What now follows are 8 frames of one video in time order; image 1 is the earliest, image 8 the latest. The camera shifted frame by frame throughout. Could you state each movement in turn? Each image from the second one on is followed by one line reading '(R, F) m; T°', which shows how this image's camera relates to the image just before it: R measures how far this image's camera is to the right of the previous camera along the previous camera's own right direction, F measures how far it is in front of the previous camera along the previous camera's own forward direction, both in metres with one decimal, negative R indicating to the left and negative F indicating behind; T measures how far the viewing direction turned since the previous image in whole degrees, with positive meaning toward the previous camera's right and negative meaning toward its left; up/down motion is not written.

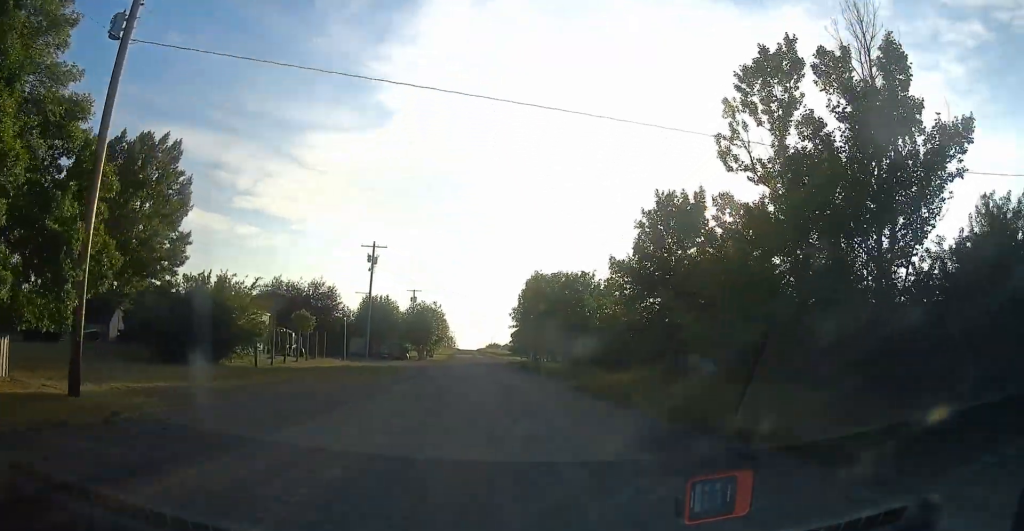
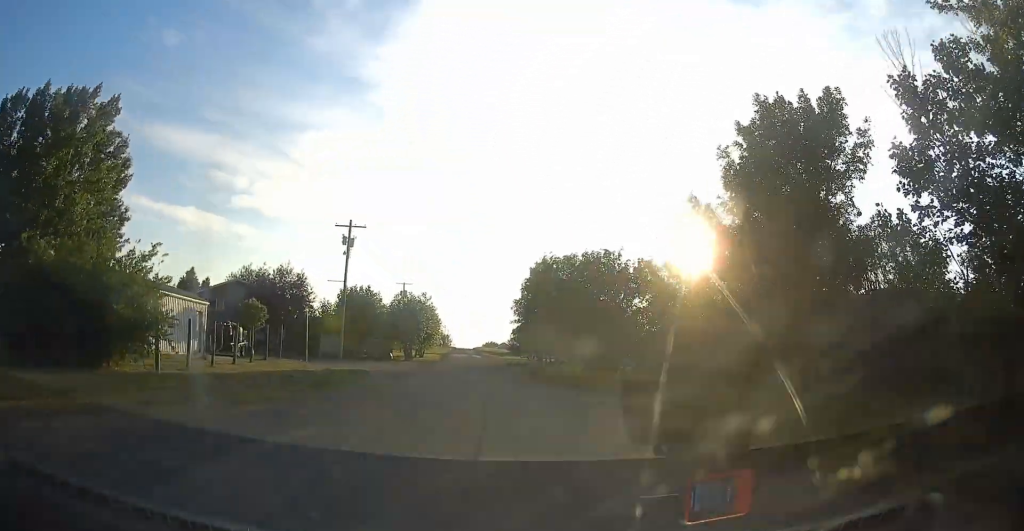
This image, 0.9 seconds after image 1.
(0.0, +9.8) m; 0°
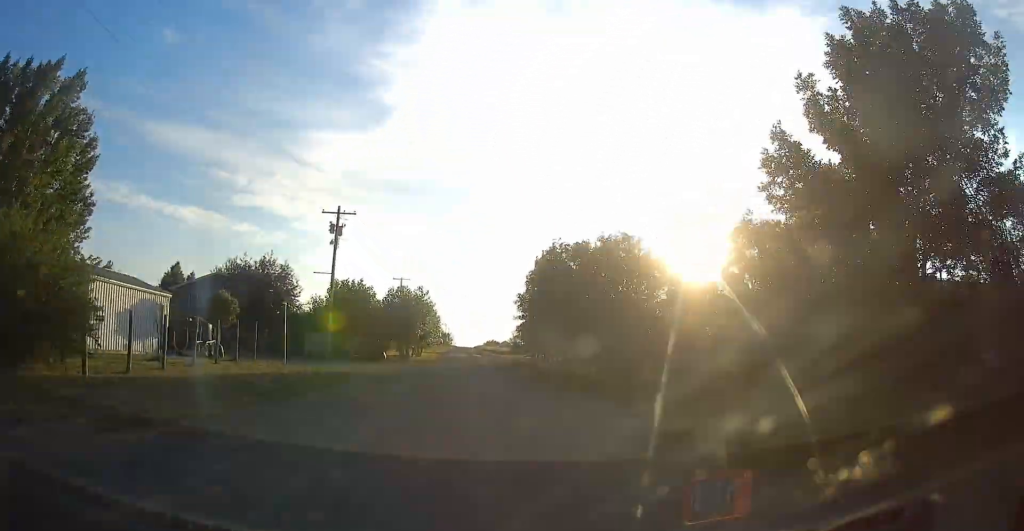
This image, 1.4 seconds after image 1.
(0.0, +4.6) m; 0°
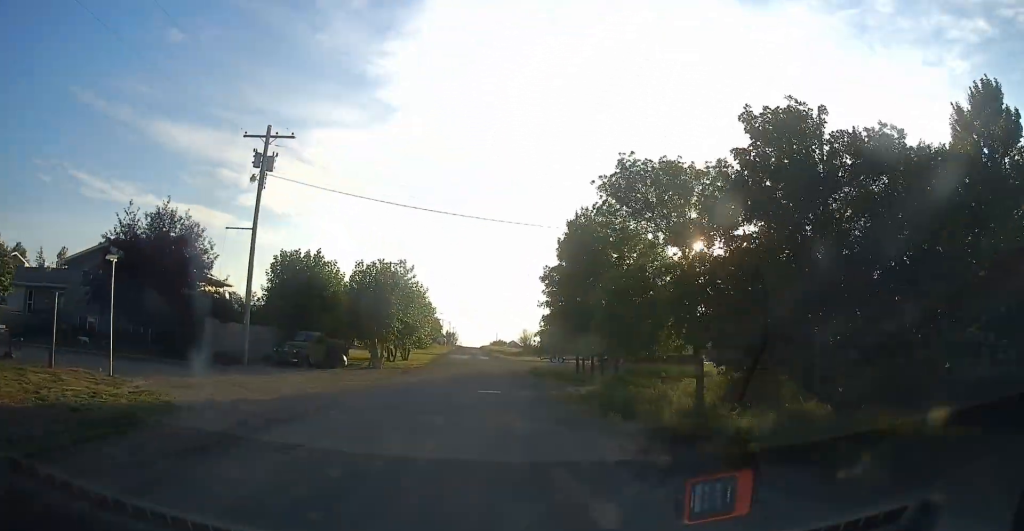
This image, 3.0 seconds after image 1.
(+0.5, +17.4) m; +2°
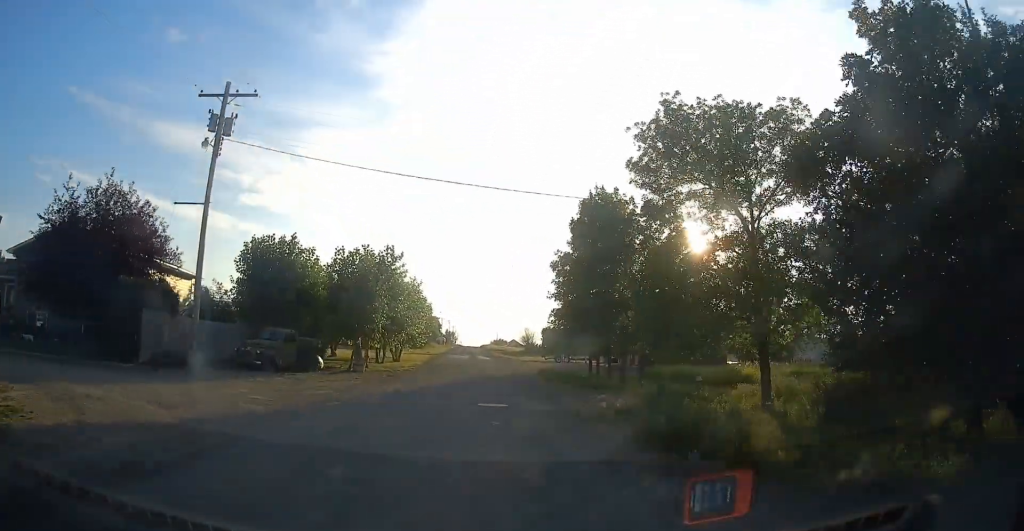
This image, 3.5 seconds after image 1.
(+0.2, +5.4) m; 0°
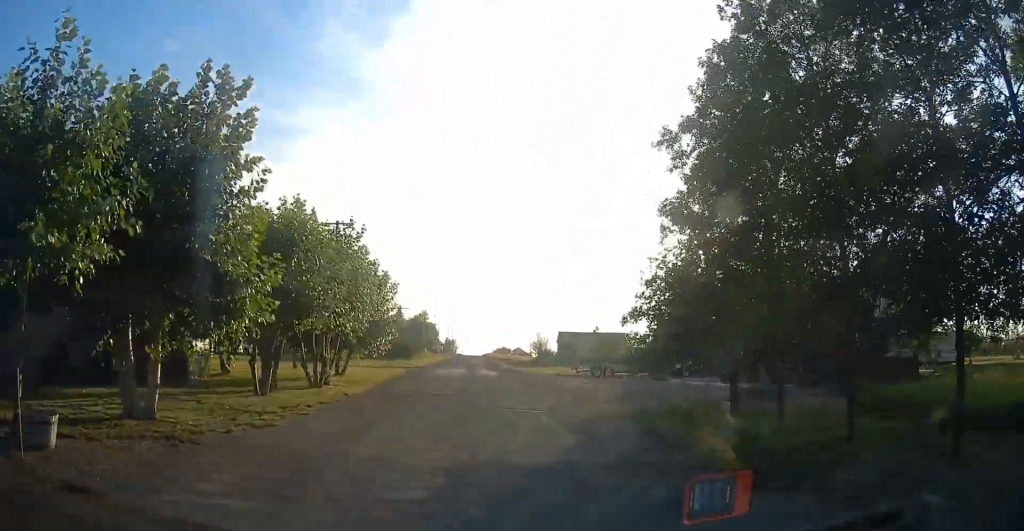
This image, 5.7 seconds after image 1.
(-0.9, +23.2) m; -2°
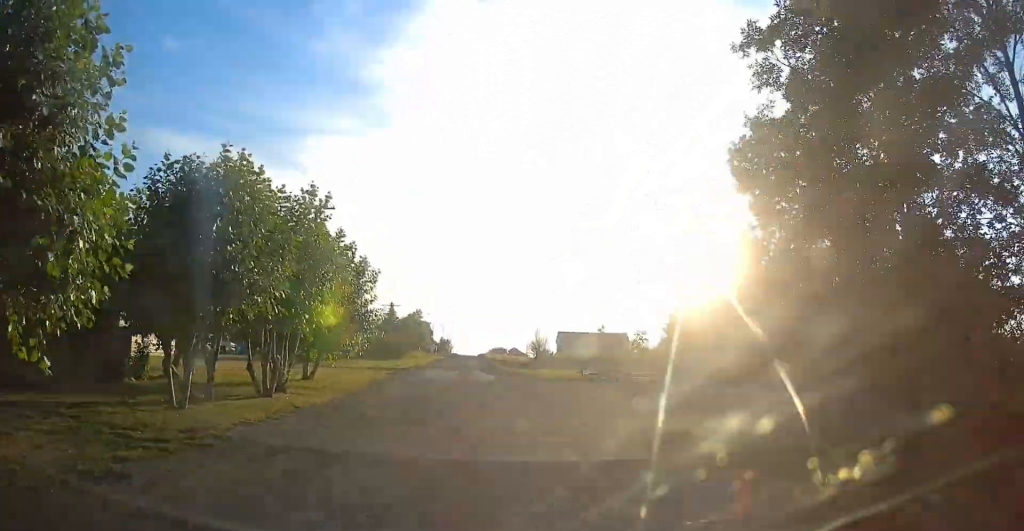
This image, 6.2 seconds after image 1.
(0.0, +5.1) m; 0°
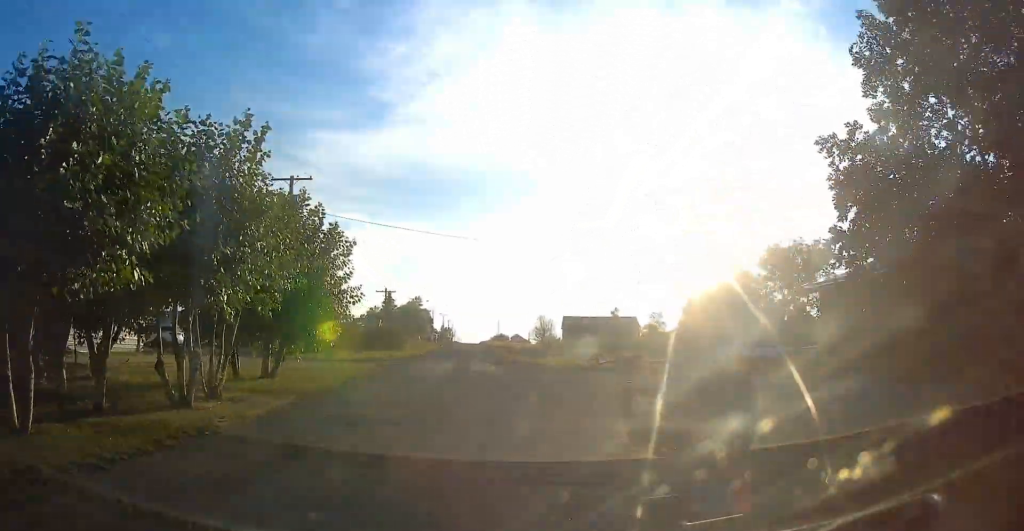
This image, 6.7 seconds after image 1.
(0.0, +5.5) m; +1°
